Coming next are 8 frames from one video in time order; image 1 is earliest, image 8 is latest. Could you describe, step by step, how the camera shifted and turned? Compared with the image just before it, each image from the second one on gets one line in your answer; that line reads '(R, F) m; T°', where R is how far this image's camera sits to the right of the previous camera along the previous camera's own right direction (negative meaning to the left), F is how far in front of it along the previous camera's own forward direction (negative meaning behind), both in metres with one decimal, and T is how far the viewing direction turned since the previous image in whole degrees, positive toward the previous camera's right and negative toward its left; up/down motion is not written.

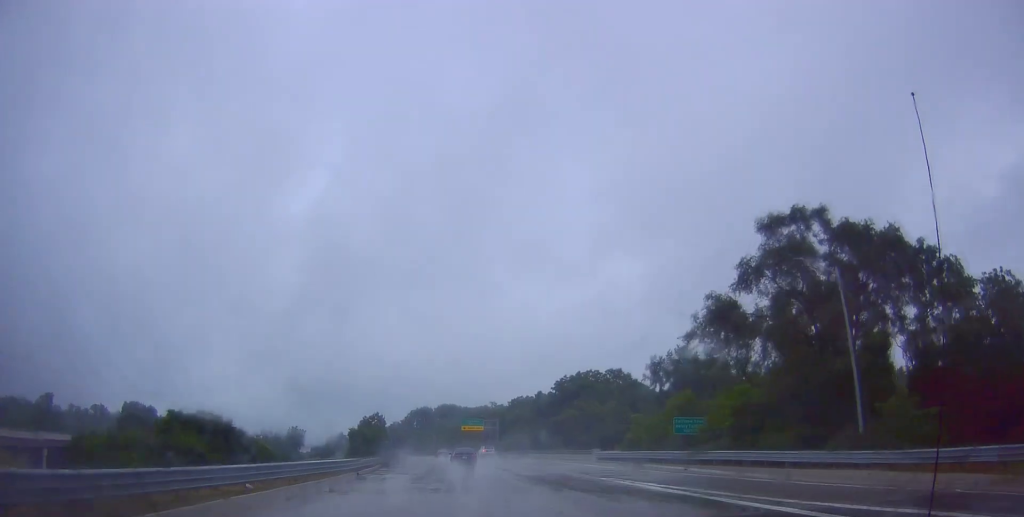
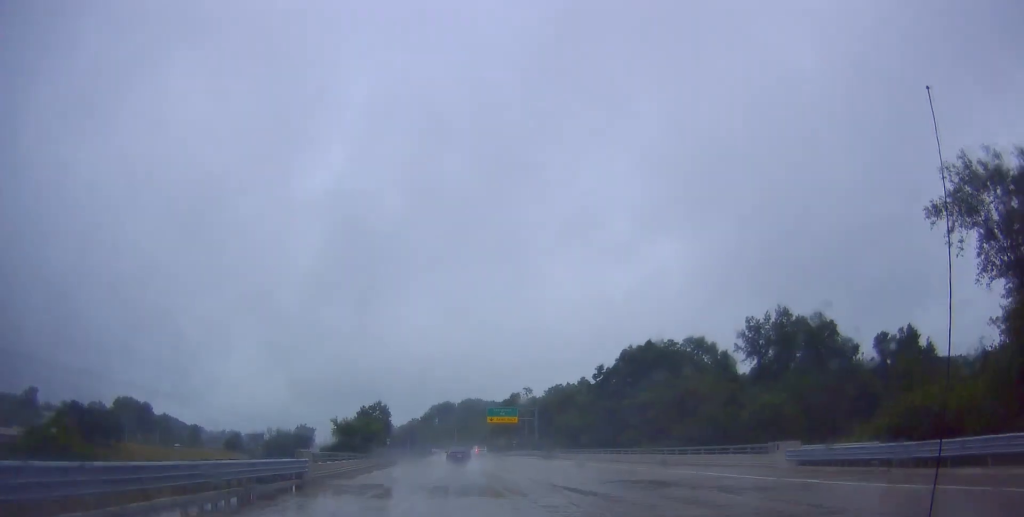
(-0.7, +33.9) m; -1°
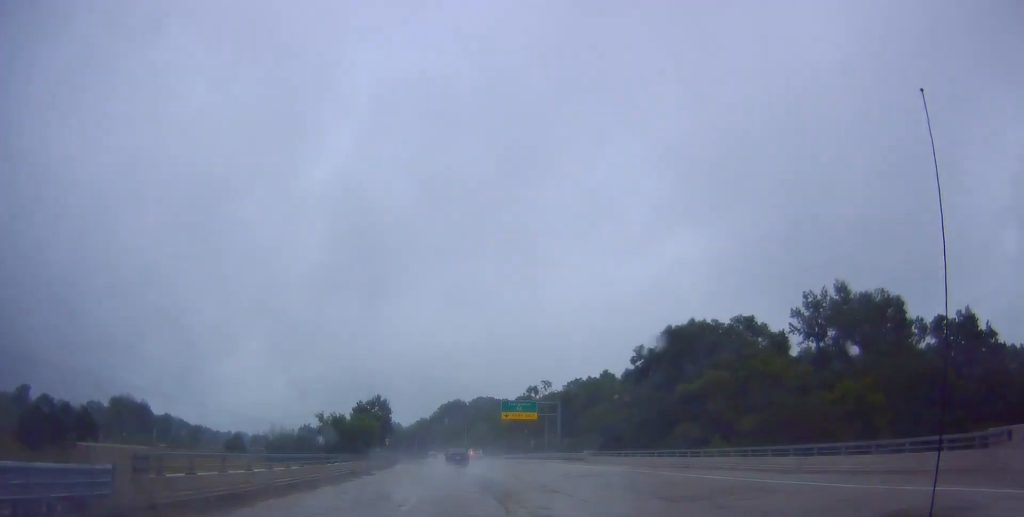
(0.0, +13.9) m; -1°
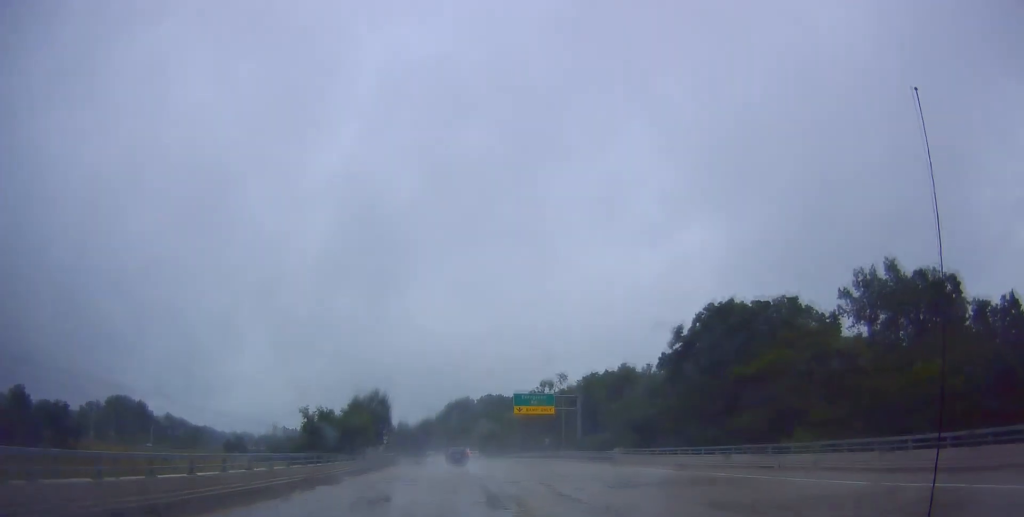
(0.0, +9.8) m; 0°
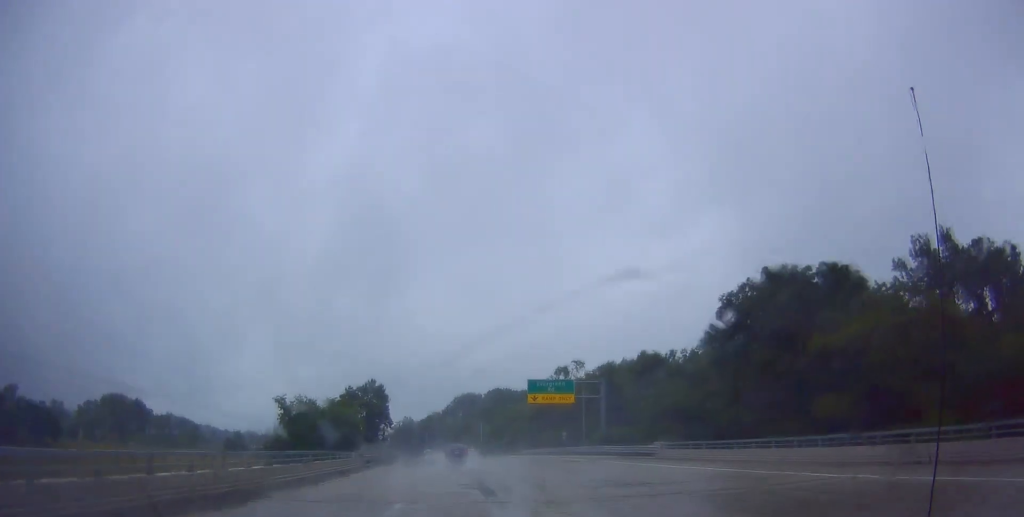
(-0.3, +9.7) m; 0°
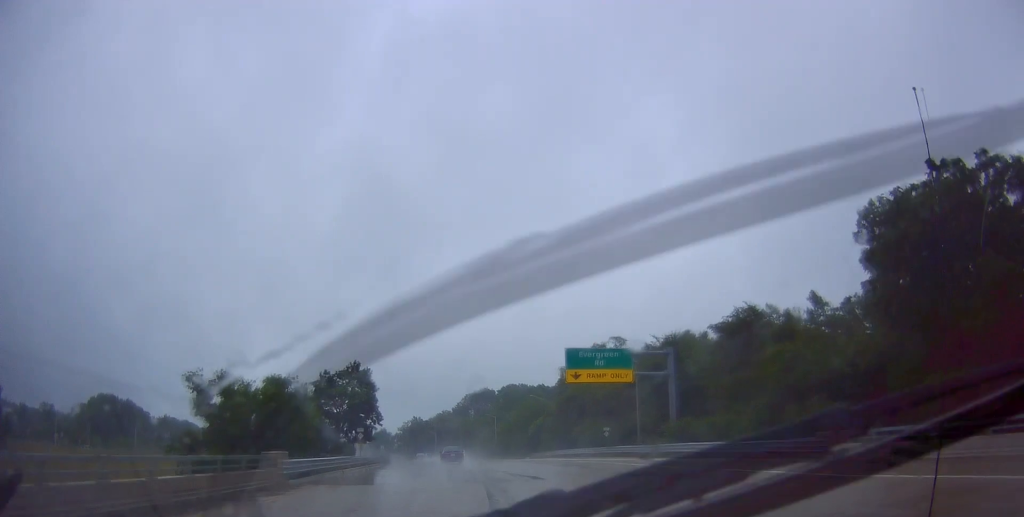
(+0.2, +18.8) m; +1°
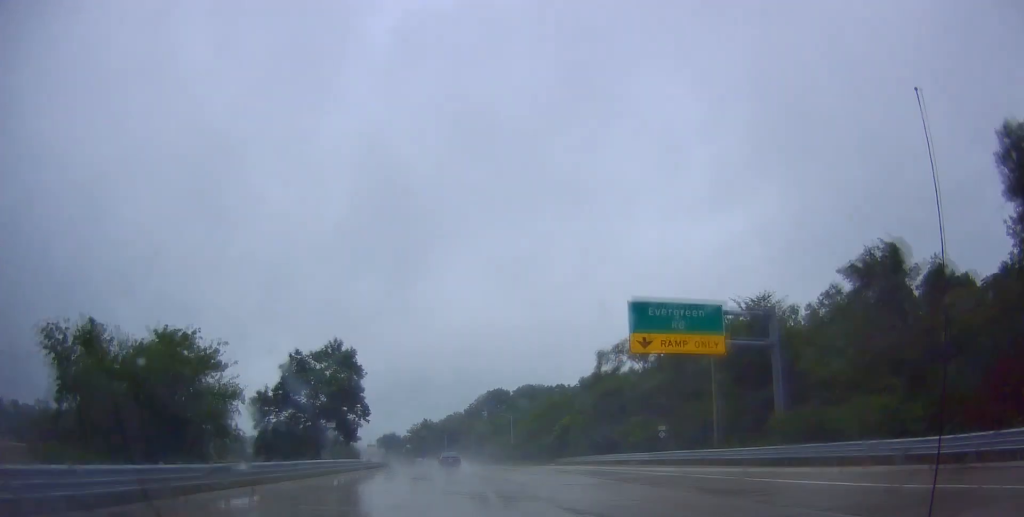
(+0.1, +14.4) m; -1°
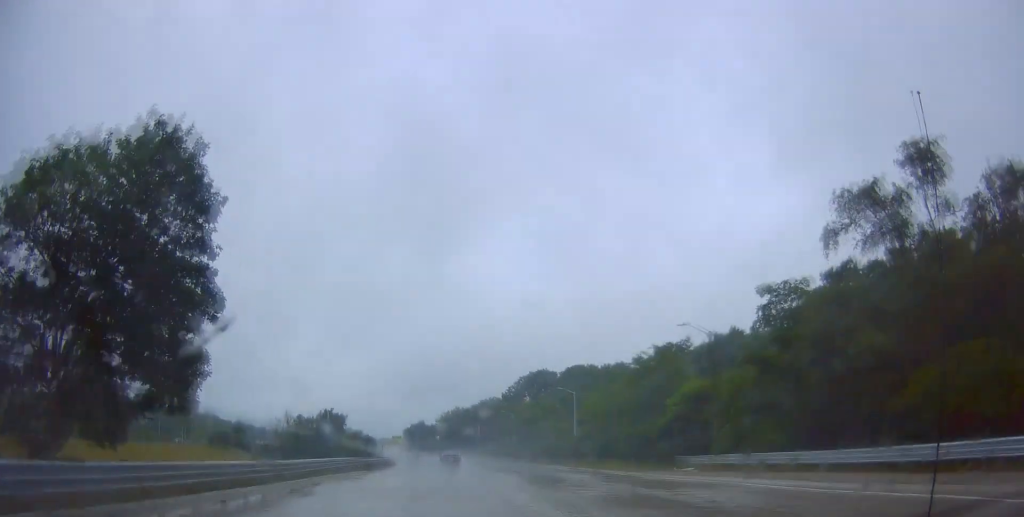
(-1.6, +34.9) m; -4°
